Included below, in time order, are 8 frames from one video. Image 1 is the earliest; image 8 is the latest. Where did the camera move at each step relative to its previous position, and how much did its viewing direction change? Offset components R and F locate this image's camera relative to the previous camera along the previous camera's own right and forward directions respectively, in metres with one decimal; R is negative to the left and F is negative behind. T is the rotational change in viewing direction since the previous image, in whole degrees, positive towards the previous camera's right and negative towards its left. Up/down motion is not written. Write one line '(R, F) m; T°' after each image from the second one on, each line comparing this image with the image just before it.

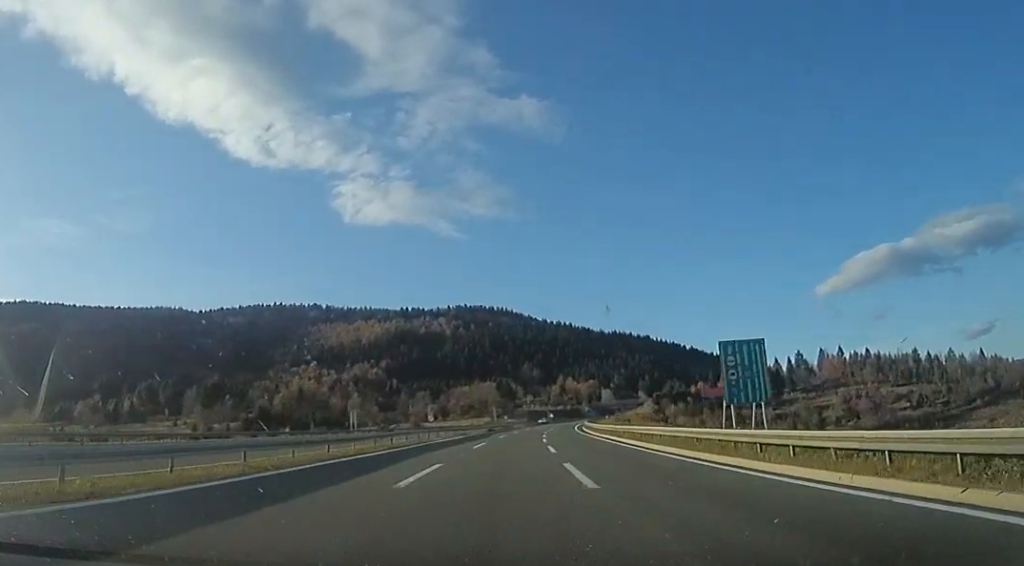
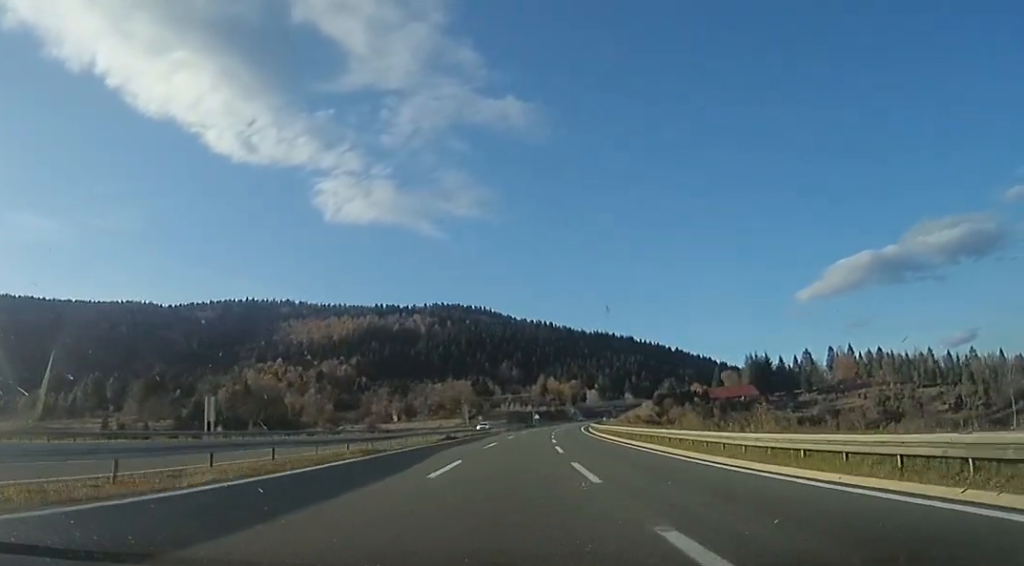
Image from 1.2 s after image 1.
(-0.4, +34.0) m; +3°
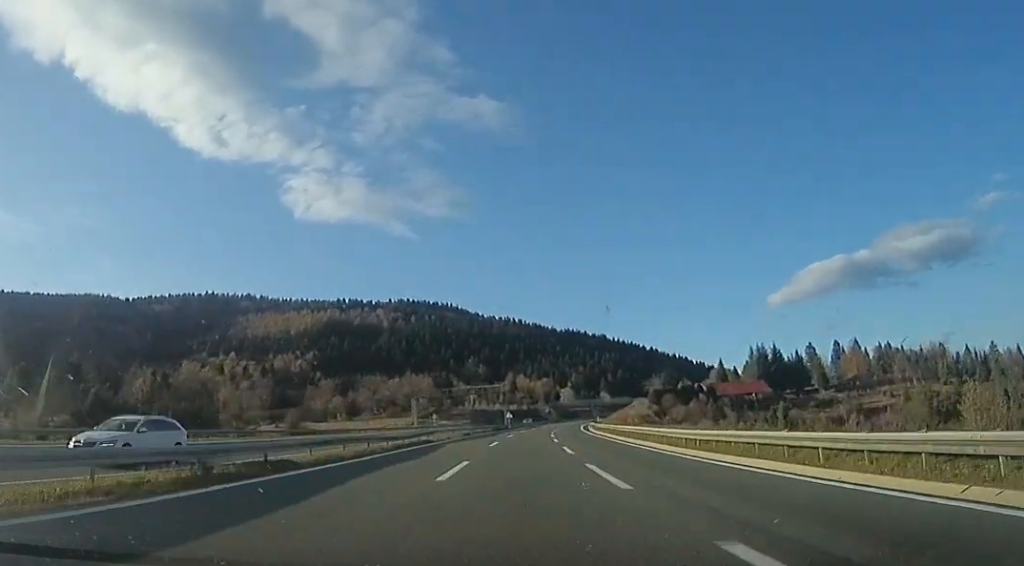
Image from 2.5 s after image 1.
(+2.6, +36.4) m; +6°
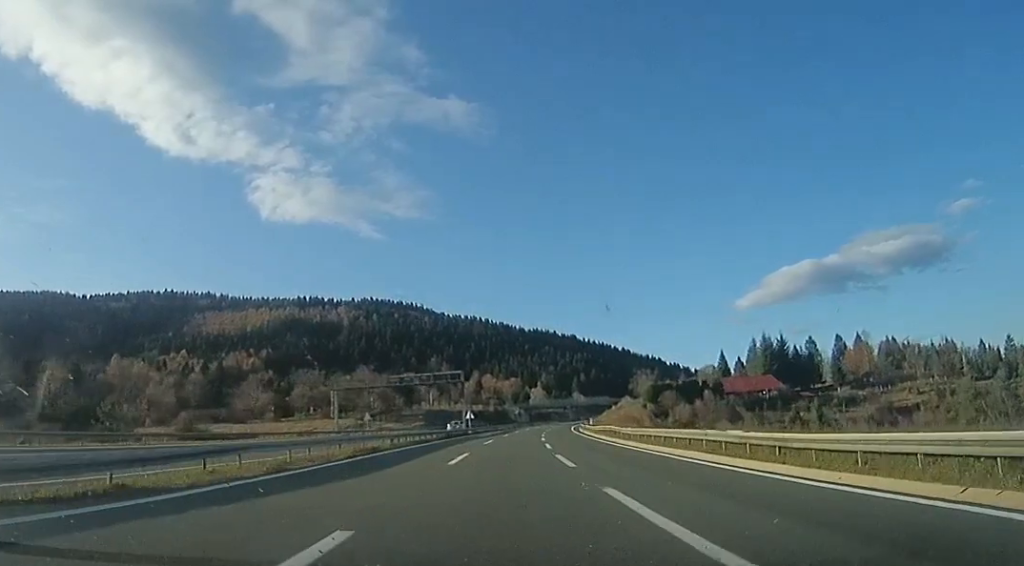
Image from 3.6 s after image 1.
(+0.6, +30.3) m; +2°
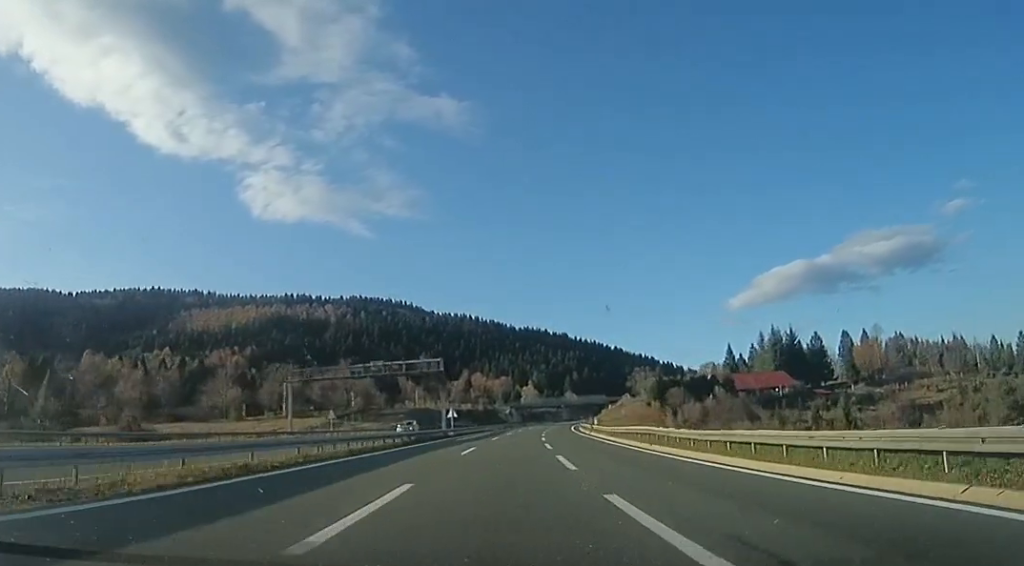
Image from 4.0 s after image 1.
(-0.2, +12.8) m; +1°
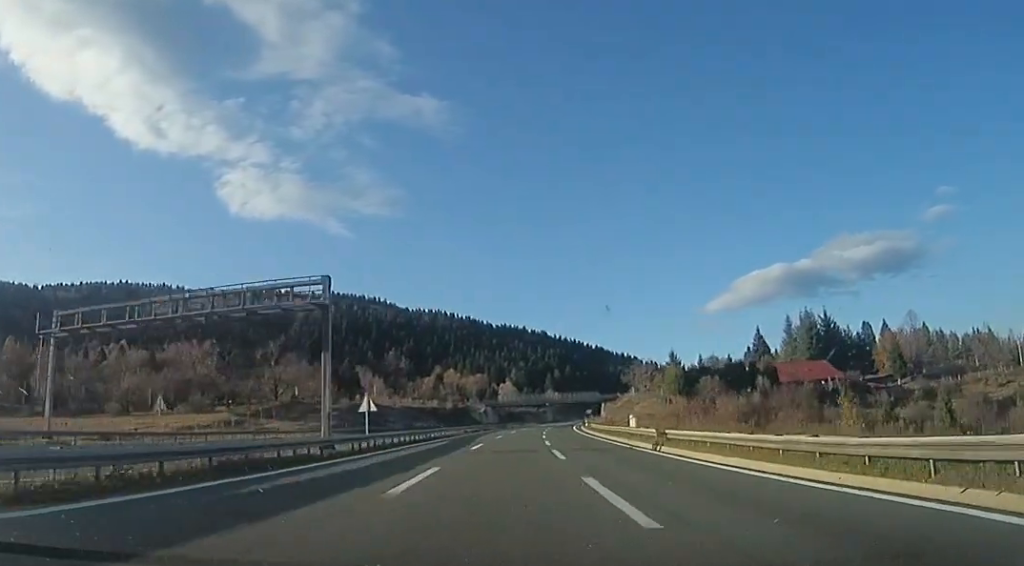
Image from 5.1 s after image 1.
(+0.9, +32.2) m; +4°
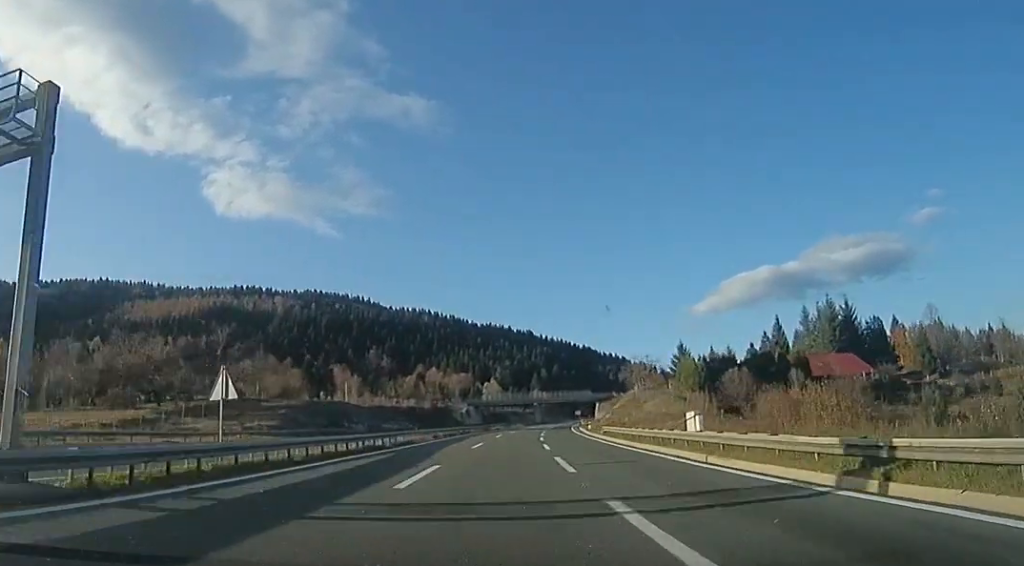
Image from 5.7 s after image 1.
(+0.5, +16.3) m; +1°
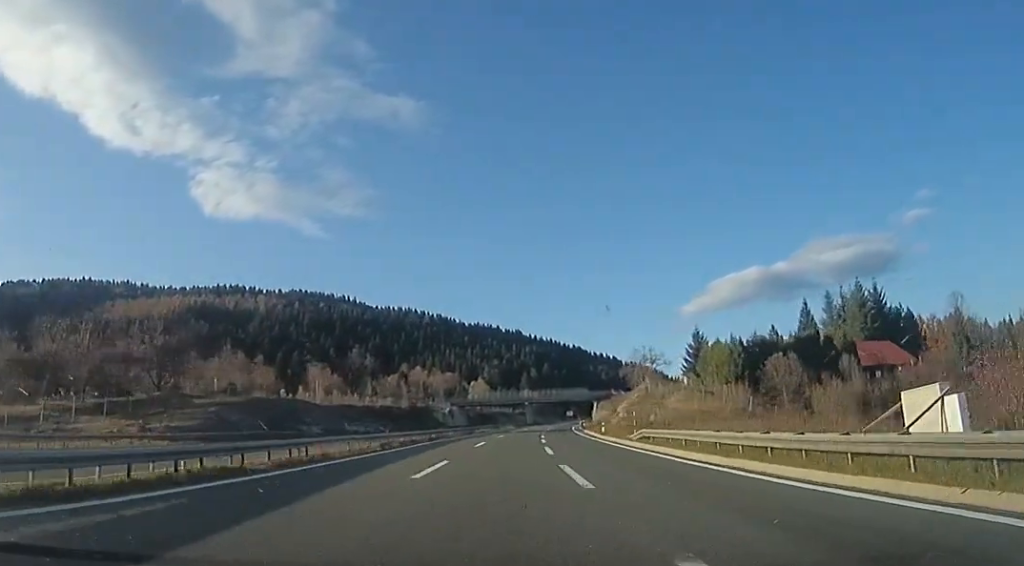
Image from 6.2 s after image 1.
(+0.2, +15.8) m; +1°
